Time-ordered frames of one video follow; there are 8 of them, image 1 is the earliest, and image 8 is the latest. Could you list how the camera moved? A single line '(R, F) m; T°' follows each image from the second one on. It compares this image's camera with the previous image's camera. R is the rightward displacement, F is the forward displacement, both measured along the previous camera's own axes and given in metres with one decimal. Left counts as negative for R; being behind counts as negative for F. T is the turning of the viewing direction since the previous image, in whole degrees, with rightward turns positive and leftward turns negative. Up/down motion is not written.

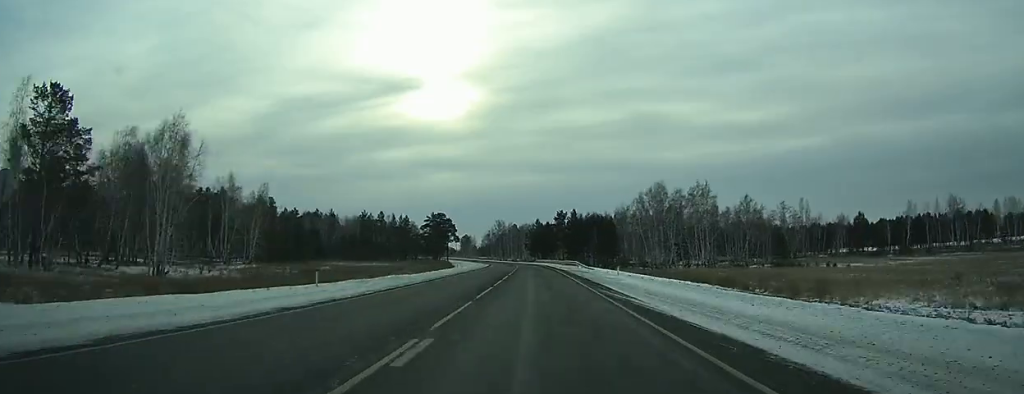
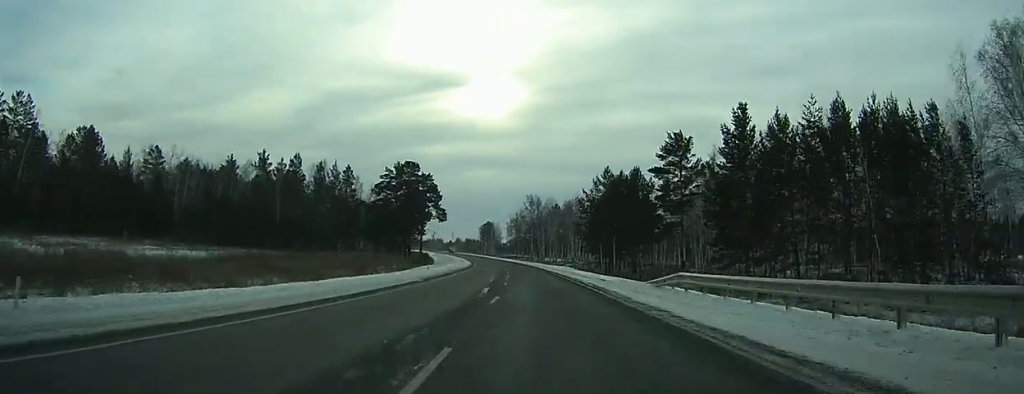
(-0.2, +142.8) m; -3°
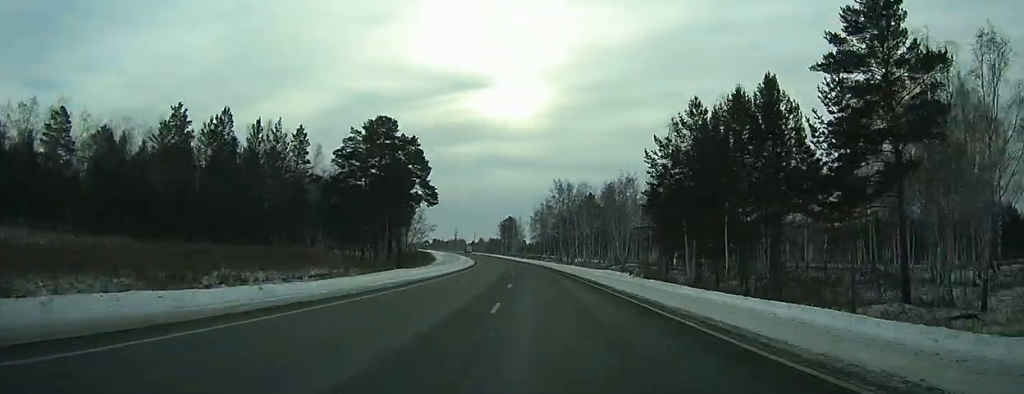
(-0.1, +44.9) m; -6°
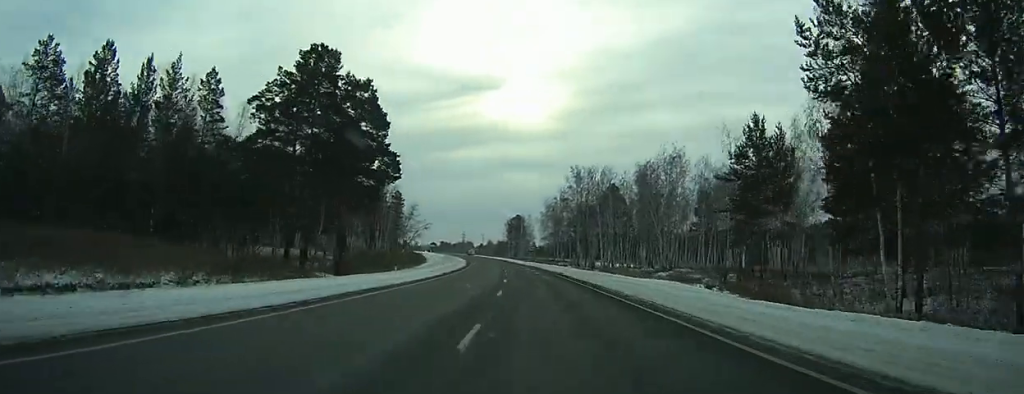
(-4.7, +20.6) m; -5°
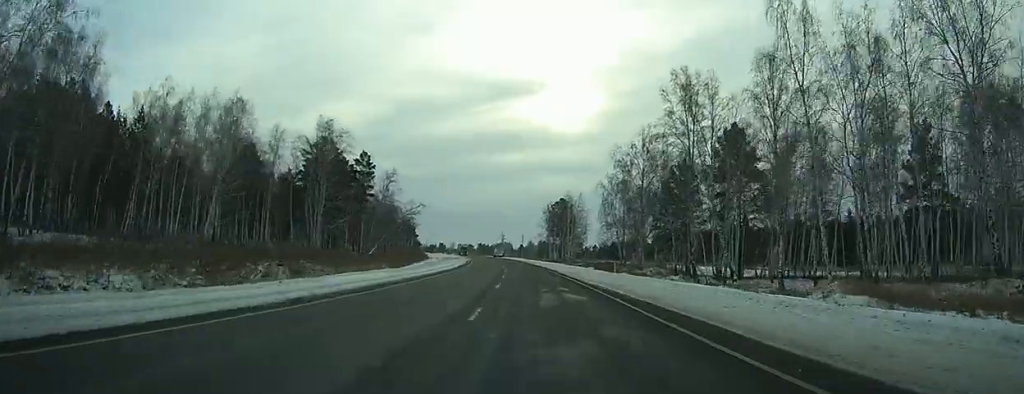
(+2.1, +62.9) m; +1°
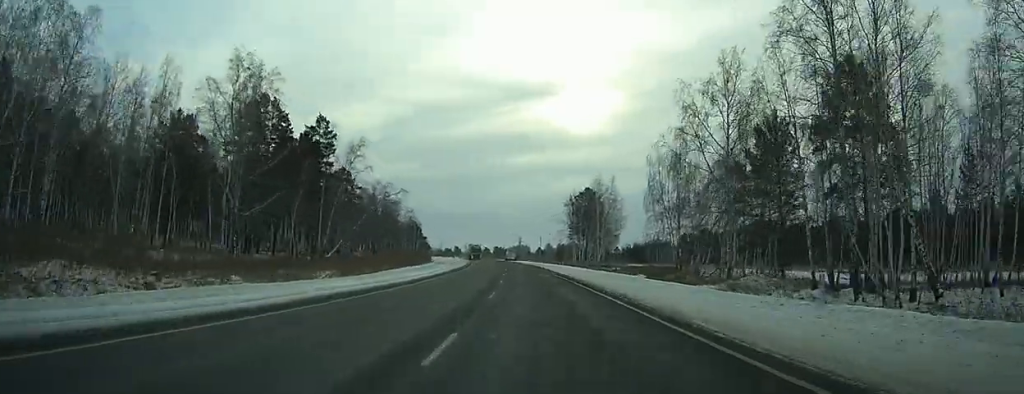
(-0.4, +26.4) m; -2°
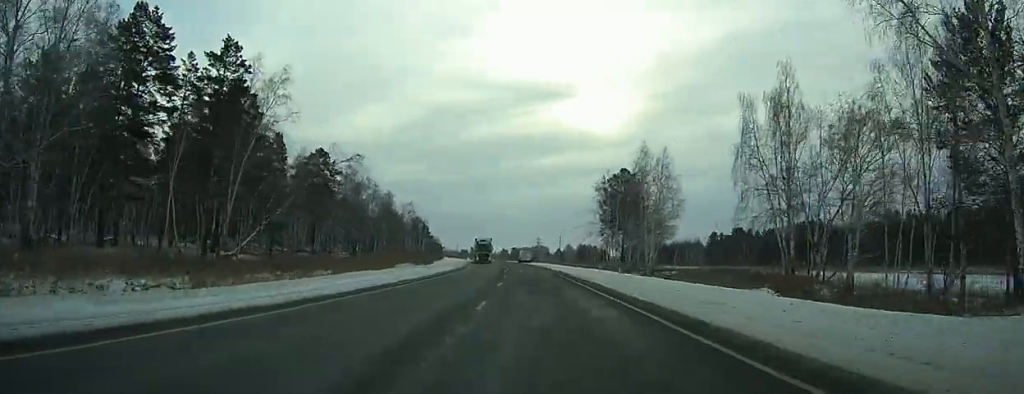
(-0.6, +26.1) m; -2°
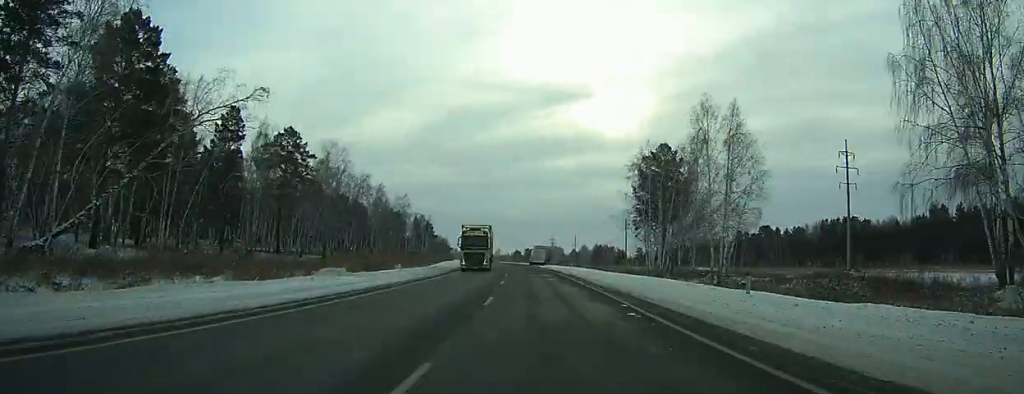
(-0.2, +20.3) m; -1°
